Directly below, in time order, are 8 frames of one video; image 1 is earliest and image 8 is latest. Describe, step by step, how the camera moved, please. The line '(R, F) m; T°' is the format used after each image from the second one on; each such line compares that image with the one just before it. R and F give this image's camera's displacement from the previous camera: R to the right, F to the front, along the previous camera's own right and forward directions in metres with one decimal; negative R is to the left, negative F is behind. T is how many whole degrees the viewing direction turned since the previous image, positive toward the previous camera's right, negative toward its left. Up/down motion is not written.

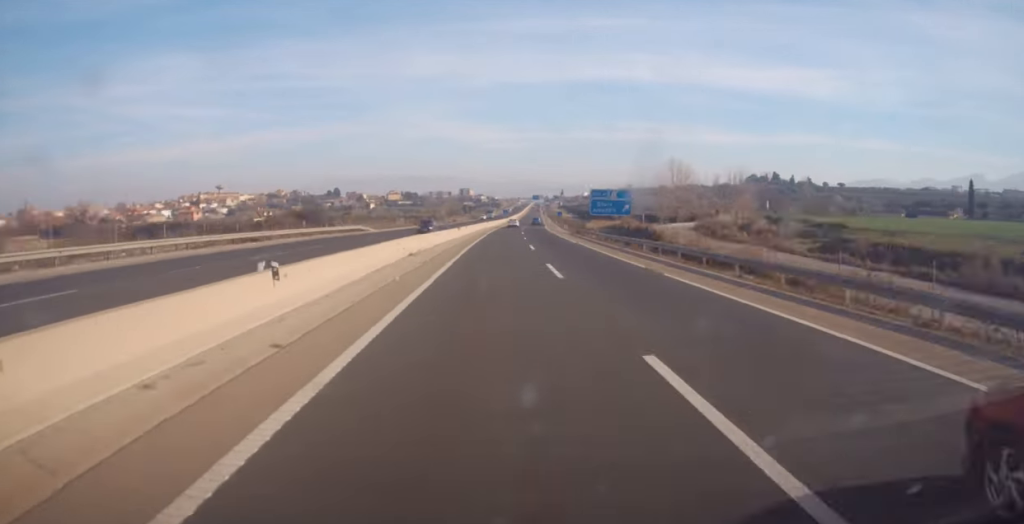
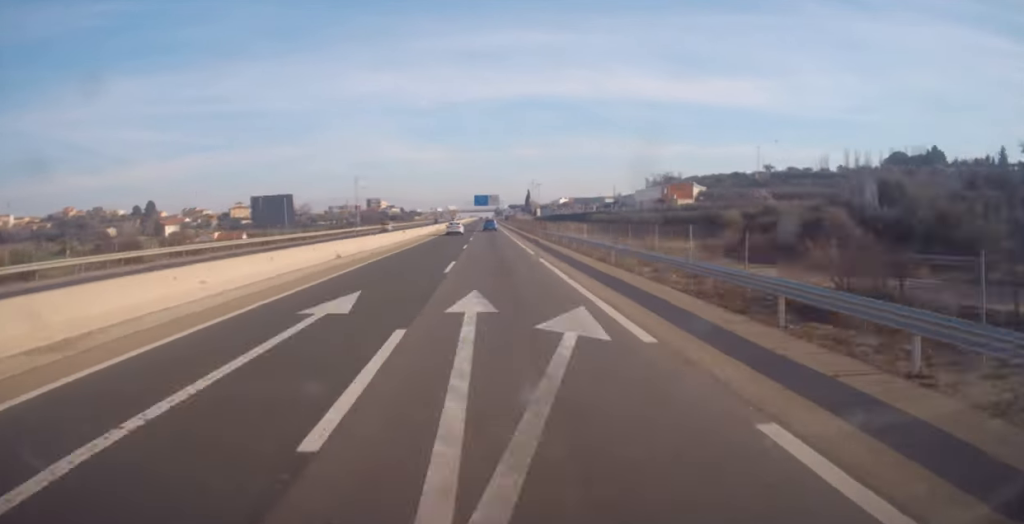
(+14.1, +294.1) m; +3°
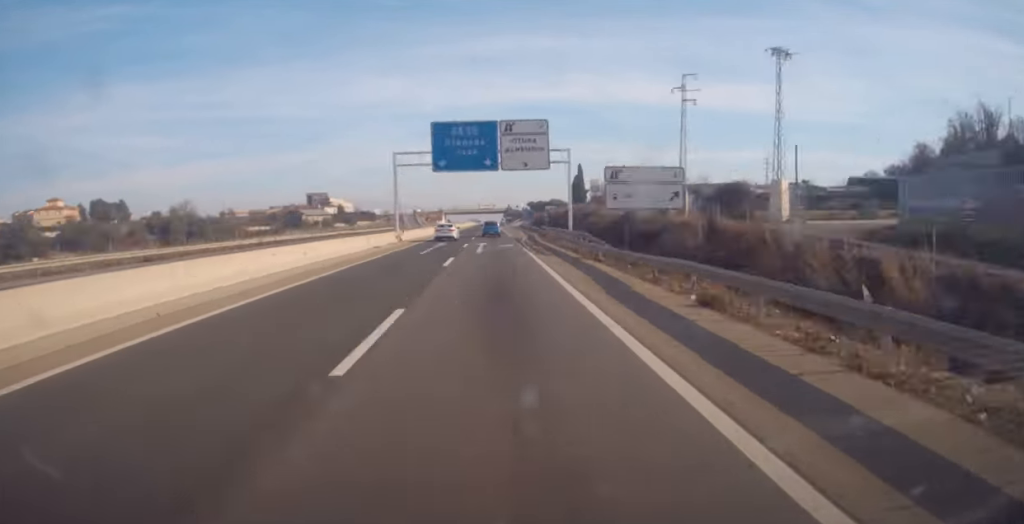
(+0.3, +204.7) m; 0°
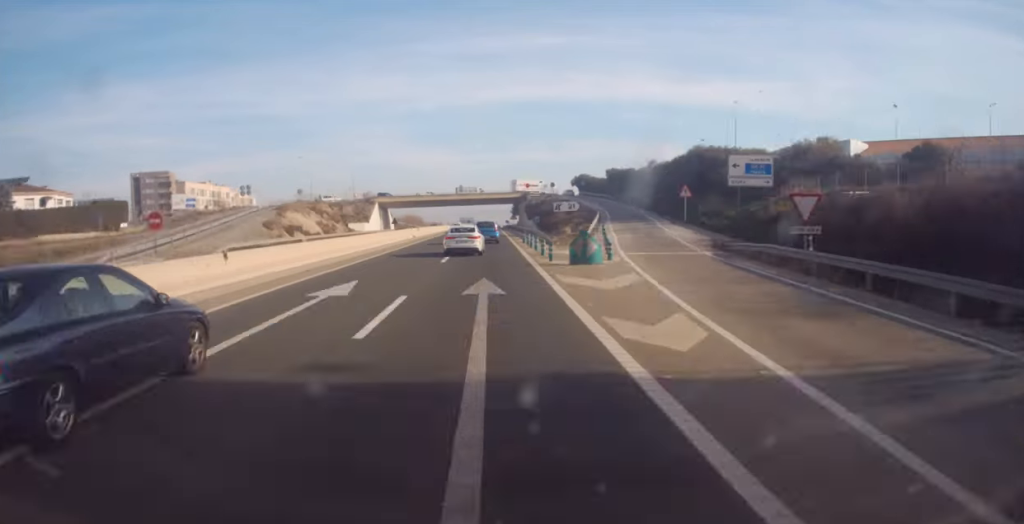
(-0.8, +191.4) m; 0°
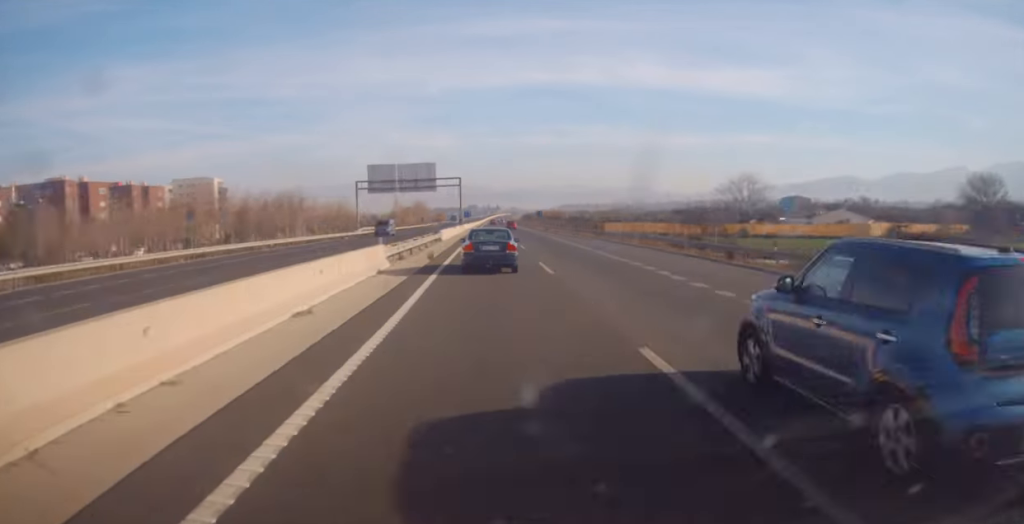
(-0.1, +368.9) m; +1°
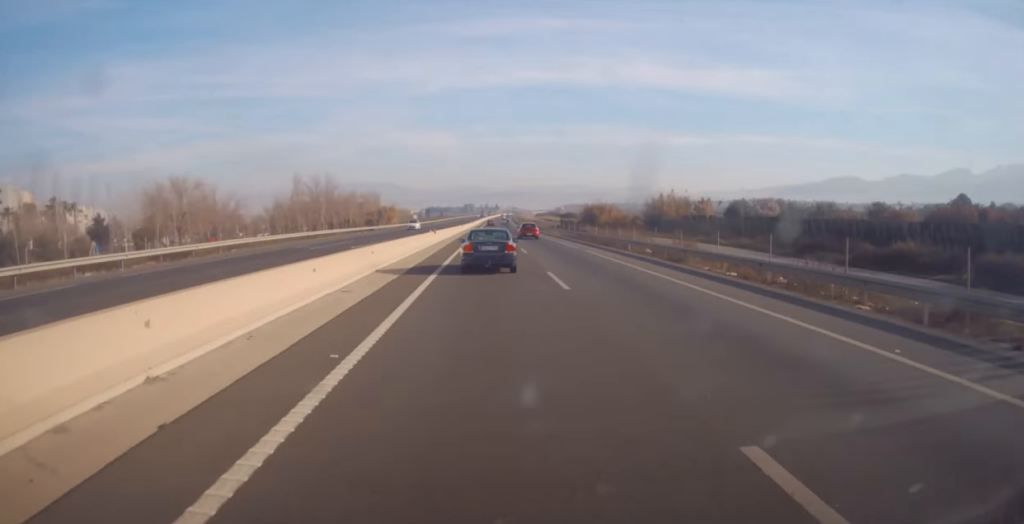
(+0.3, +167.0) m; +1°
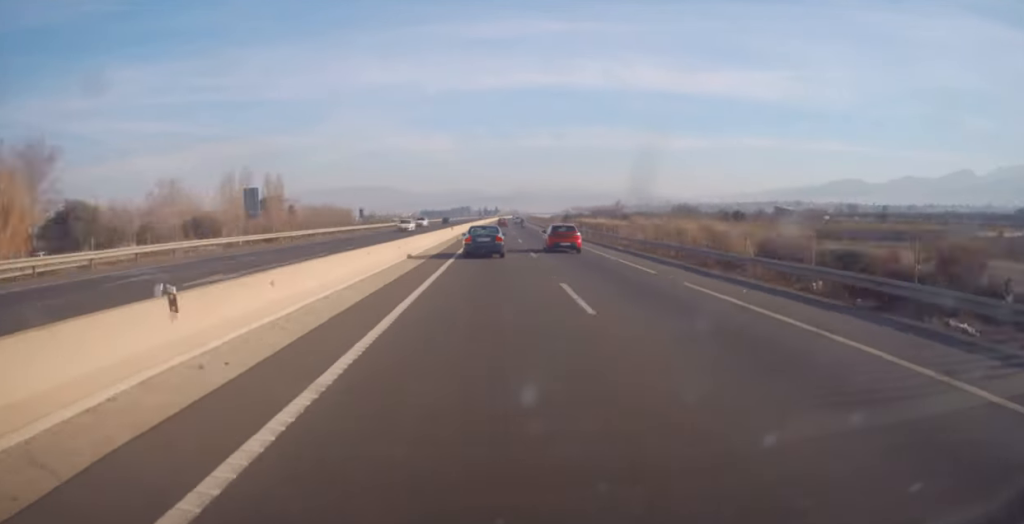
(+1.2, +141.2) m; +1°
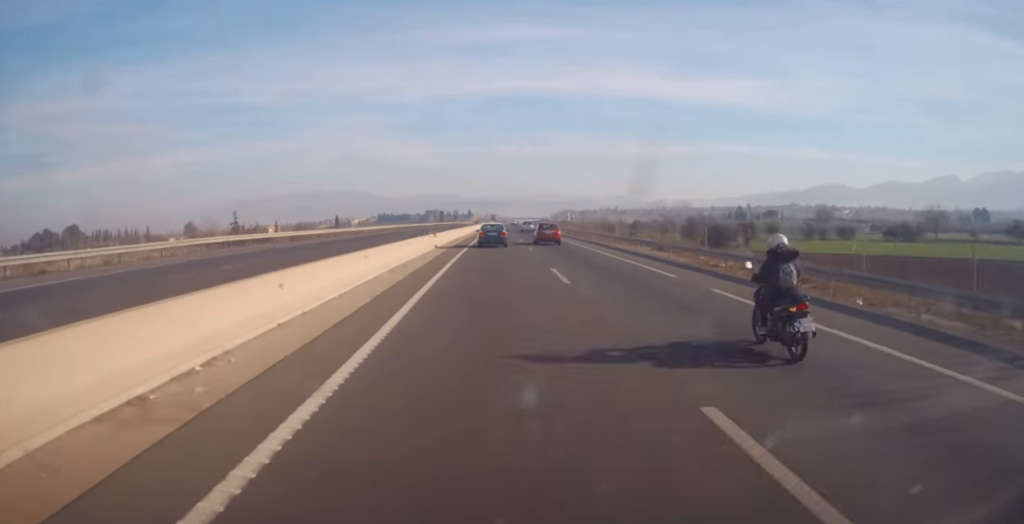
(+4.8, +272.5) m; +2°
